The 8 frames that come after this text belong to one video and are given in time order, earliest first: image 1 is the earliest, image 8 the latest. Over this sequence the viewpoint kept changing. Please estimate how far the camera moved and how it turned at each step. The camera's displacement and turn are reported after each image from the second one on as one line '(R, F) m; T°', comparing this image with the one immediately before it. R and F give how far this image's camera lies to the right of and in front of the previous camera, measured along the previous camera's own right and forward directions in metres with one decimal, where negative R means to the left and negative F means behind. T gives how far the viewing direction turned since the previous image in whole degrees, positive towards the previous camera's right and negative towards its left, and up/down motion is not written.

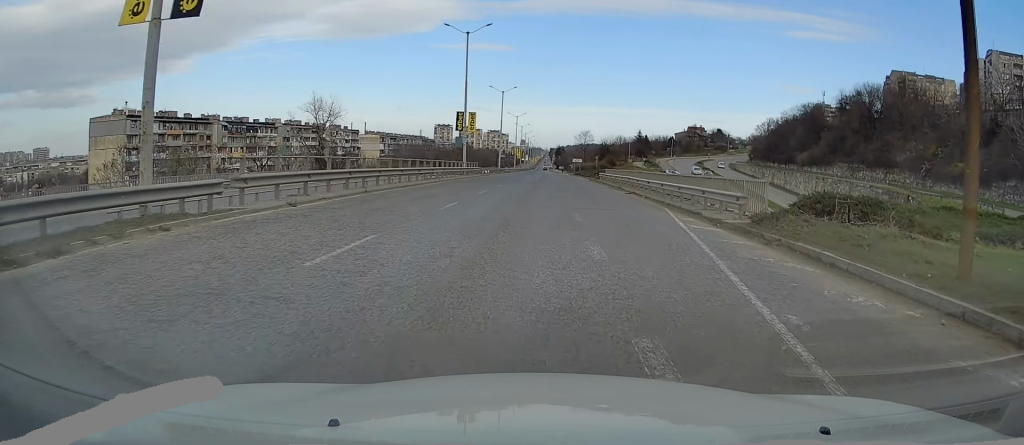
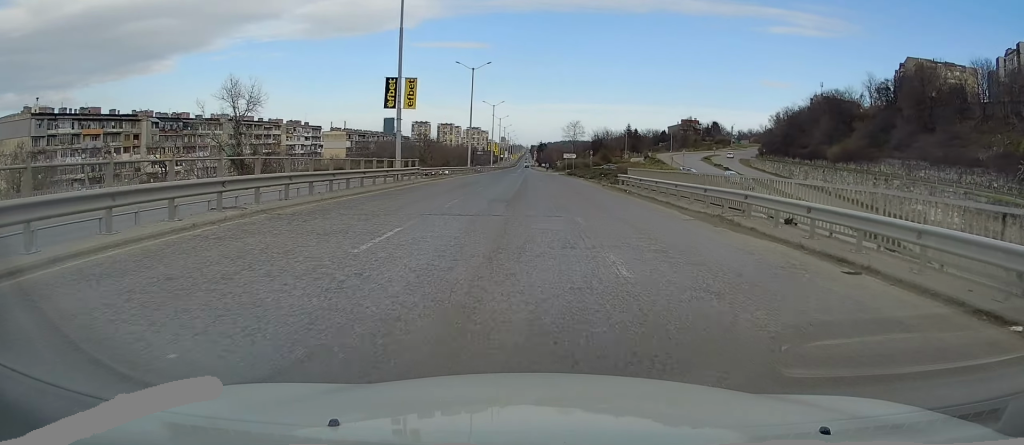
(+0.1, +24.5) m; +1°
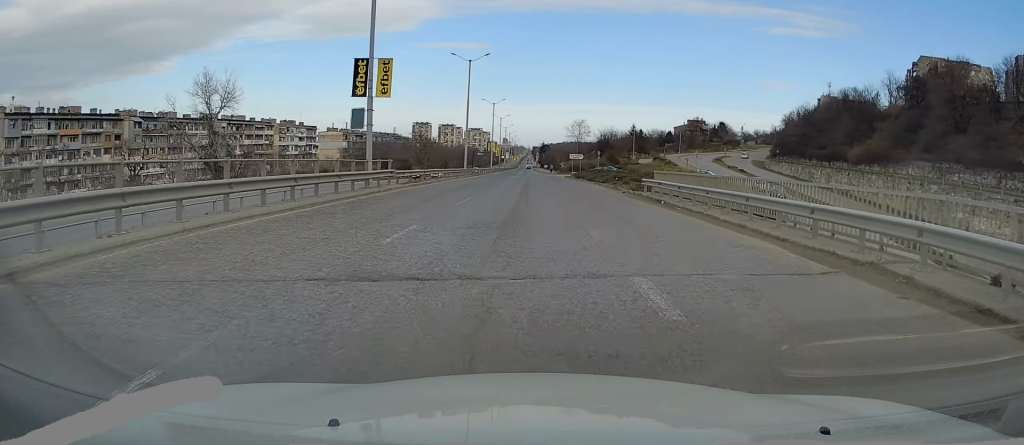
(0.0, +7.7) m; 0°
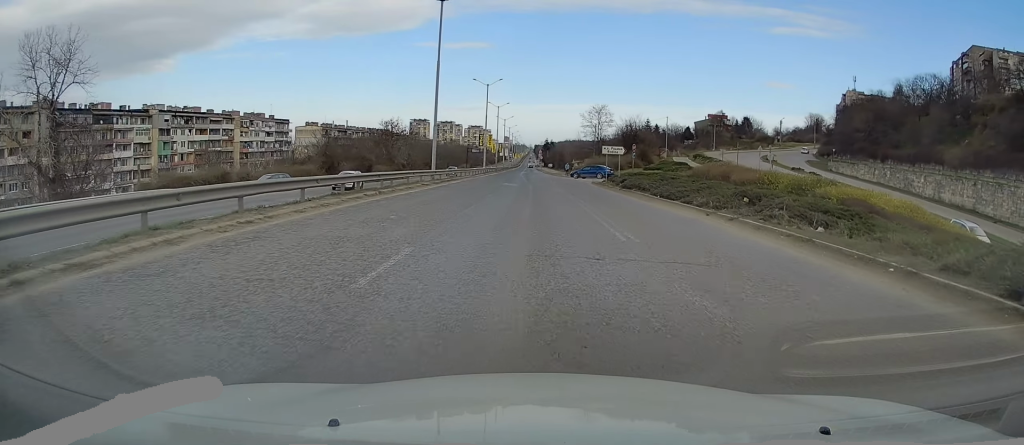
(-0.1, +29.1) m; 0°
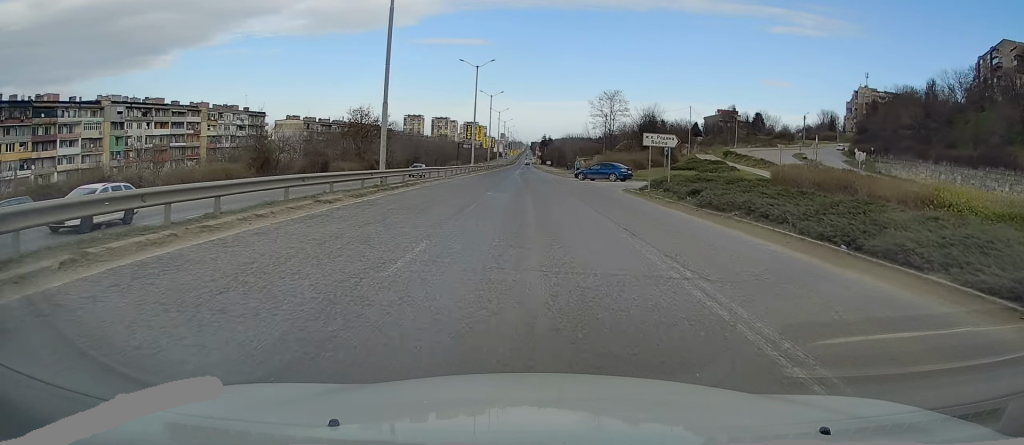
(0.0, +17.0) m; +1°
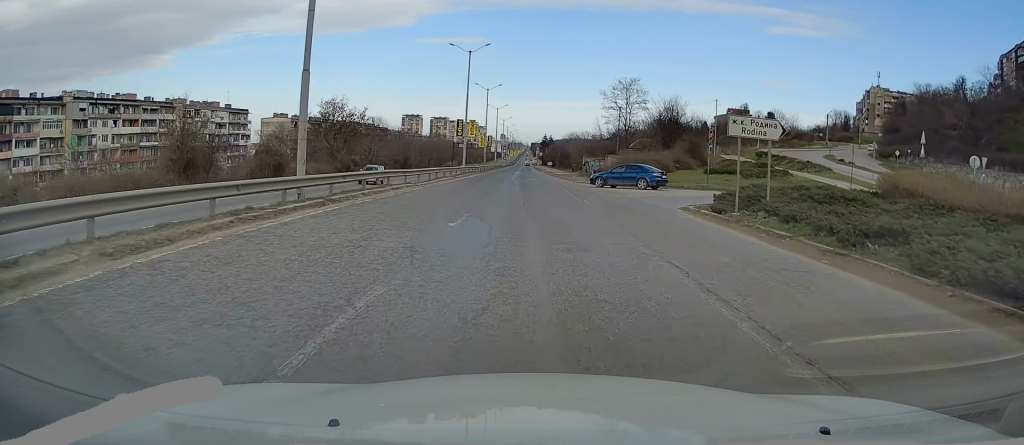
(+0.2, +12.5) m; +1°
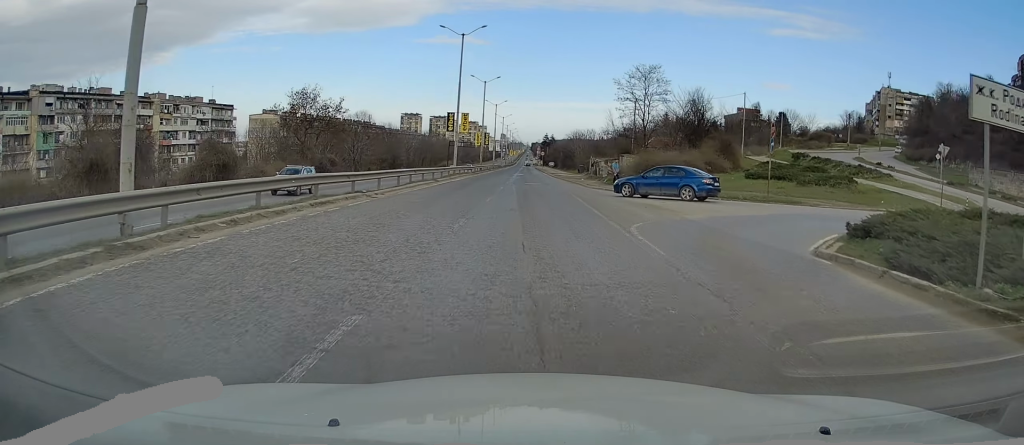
(0.0, +10.1) m; 0°
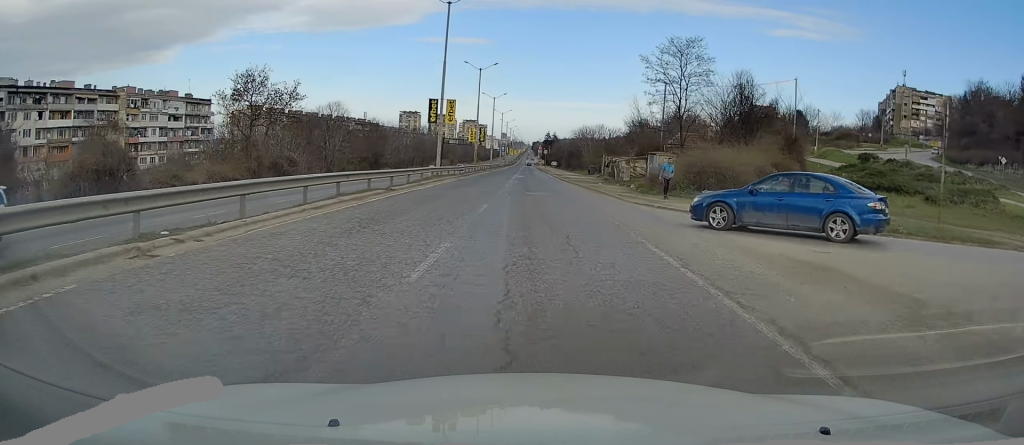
(0.0, +13.2) m; 0°
